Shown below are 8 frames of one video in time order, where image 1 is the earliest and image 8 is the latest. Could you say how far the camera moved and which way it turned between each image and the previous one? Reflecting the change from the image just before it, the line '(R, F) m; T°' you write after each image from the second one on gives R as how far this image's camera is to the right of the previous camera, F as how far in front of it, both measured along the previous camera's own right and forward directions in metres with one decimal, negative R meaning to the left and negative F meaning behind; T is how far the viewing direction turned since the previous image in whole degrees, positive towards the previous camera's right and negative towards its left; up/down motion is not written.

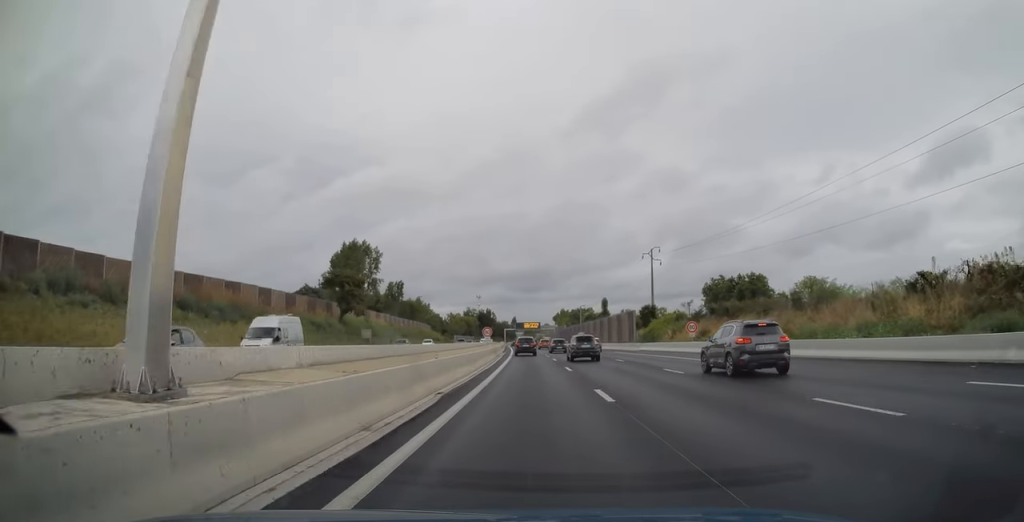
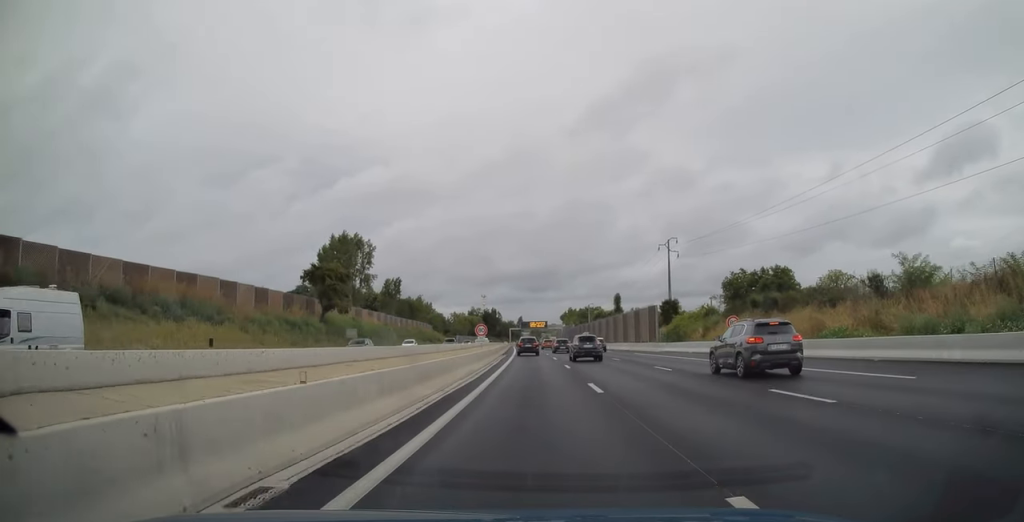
(-0.1, +10.7) m; -1°
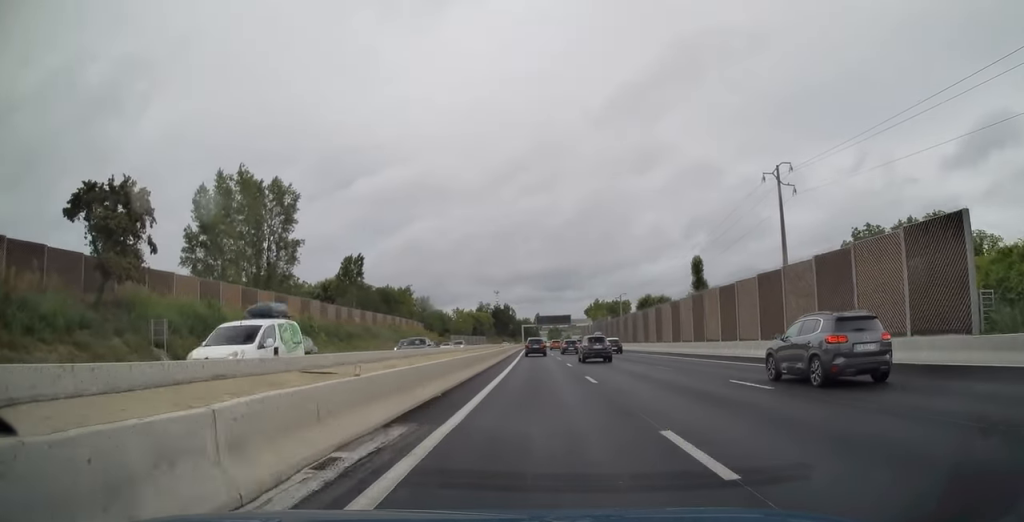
(-1.0, +48.1) m; -2°
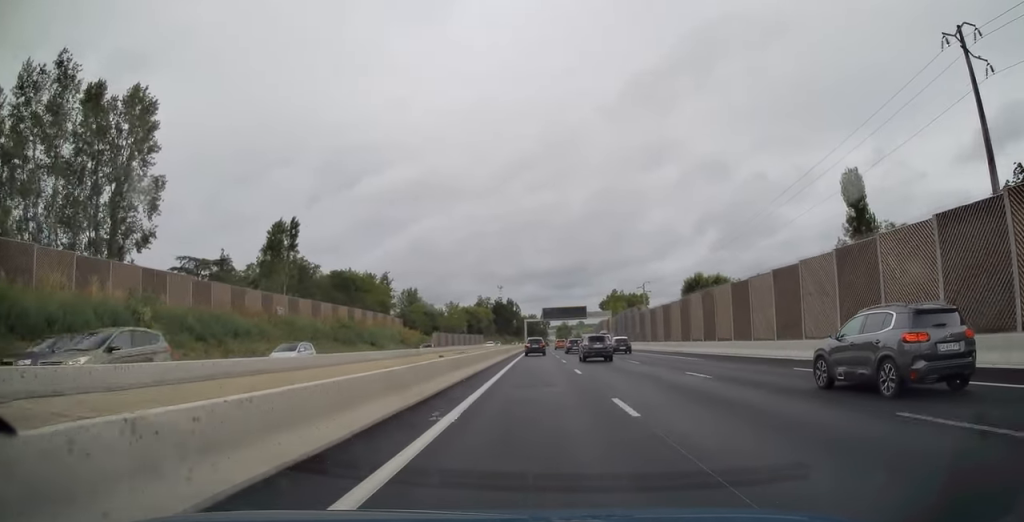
(-0.3, +34.3) m; -1°
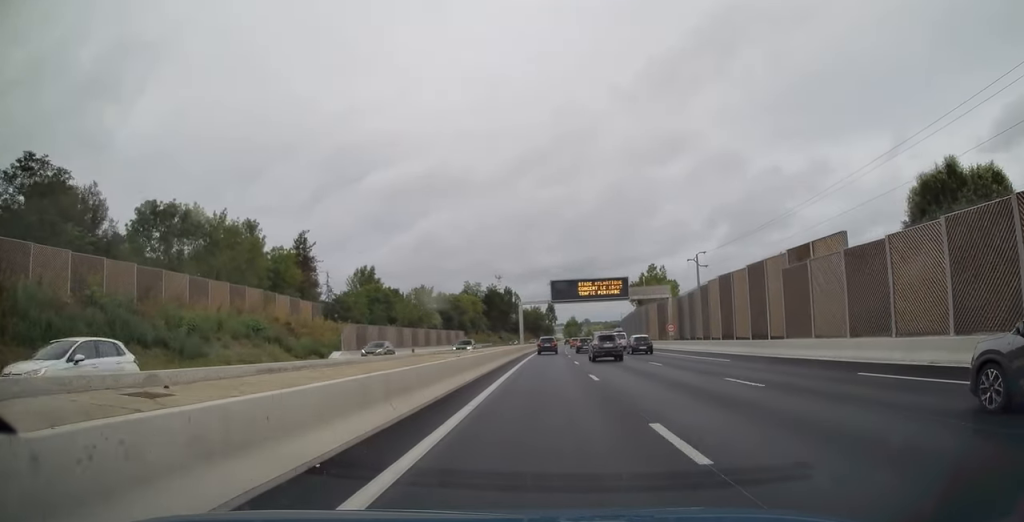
(-0.1, +55.8) m; 0°
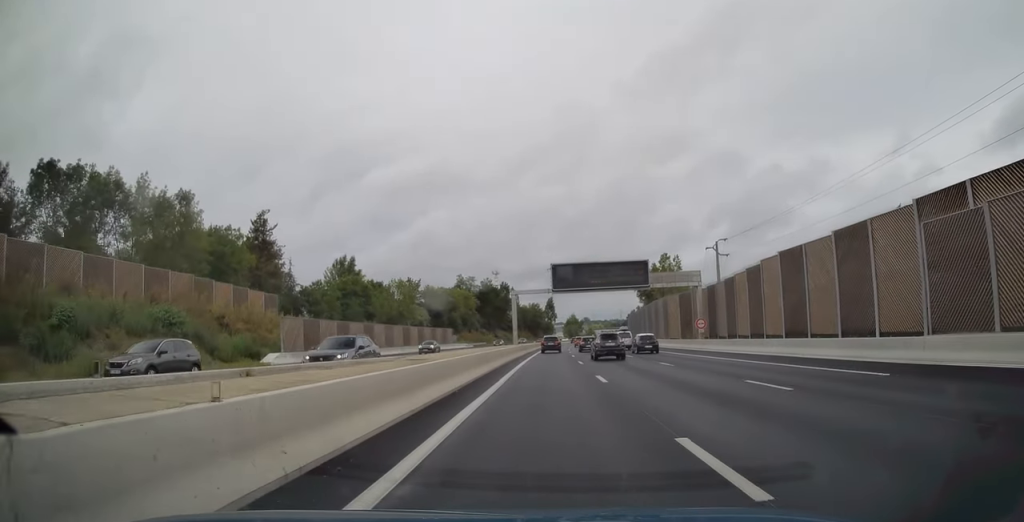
(+0.1, +14.5) m; 0°
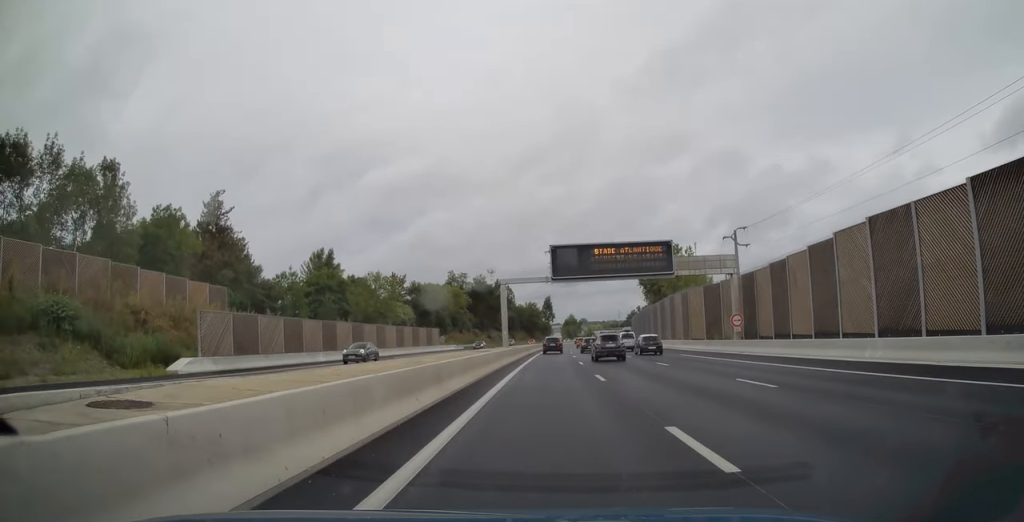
(0.0, +12.0) m; 0°
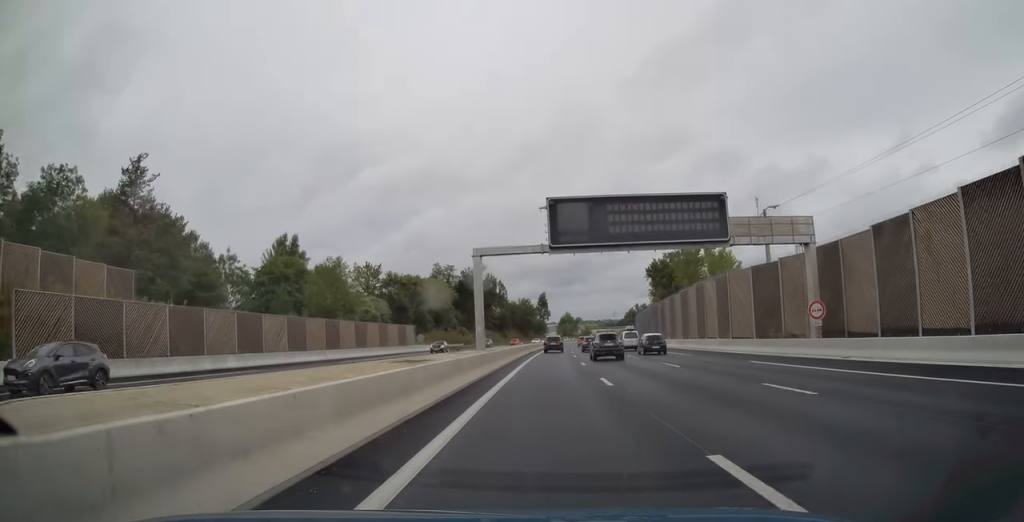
(-0.1, +15.4) m; 0°
